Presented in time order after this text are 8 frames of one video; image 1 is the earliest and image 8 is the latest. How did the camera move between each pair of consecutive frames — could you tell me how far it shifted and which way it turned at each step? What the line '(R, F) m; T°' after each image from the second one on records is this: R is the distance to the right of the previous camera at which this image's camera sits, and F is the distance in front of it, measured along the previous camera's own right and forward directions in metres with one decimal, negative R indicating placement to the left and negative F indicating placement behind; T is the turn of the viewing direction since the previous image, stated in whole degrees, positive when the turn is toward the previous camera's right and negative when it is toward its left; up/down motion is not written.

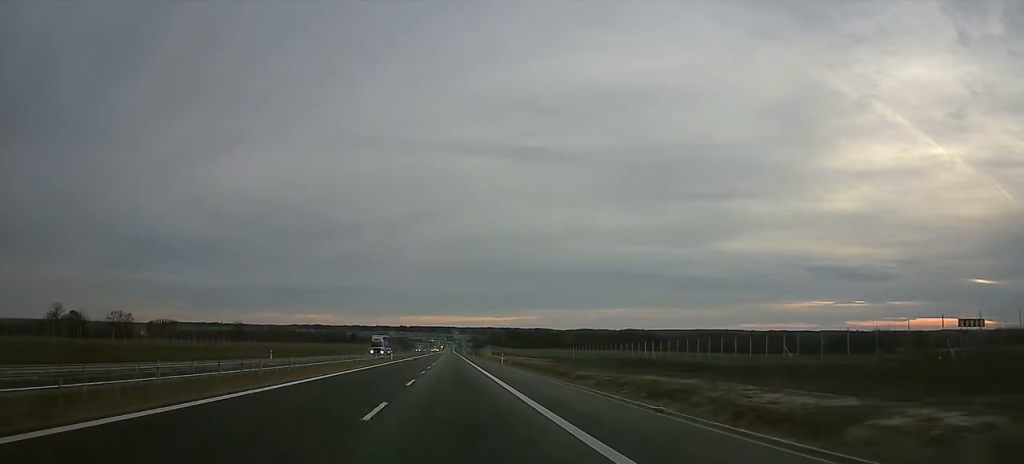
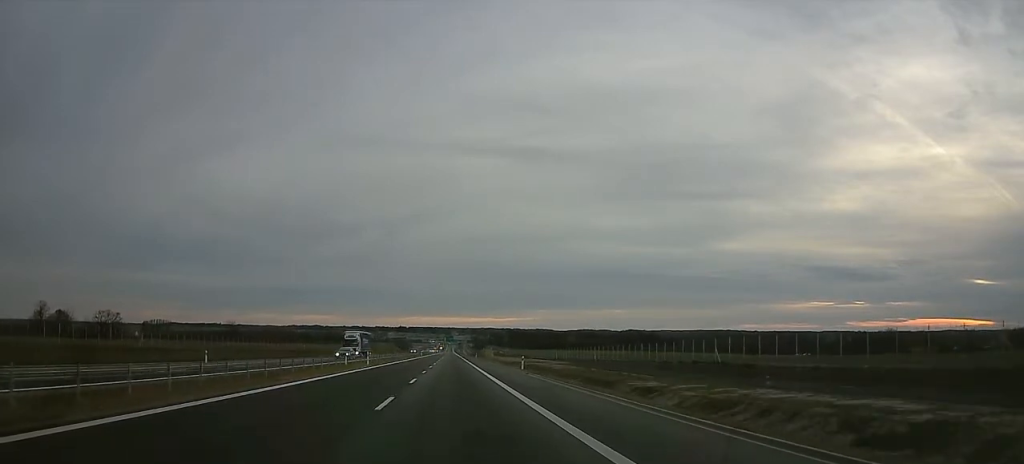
(0.0, +21.9) m; 0°
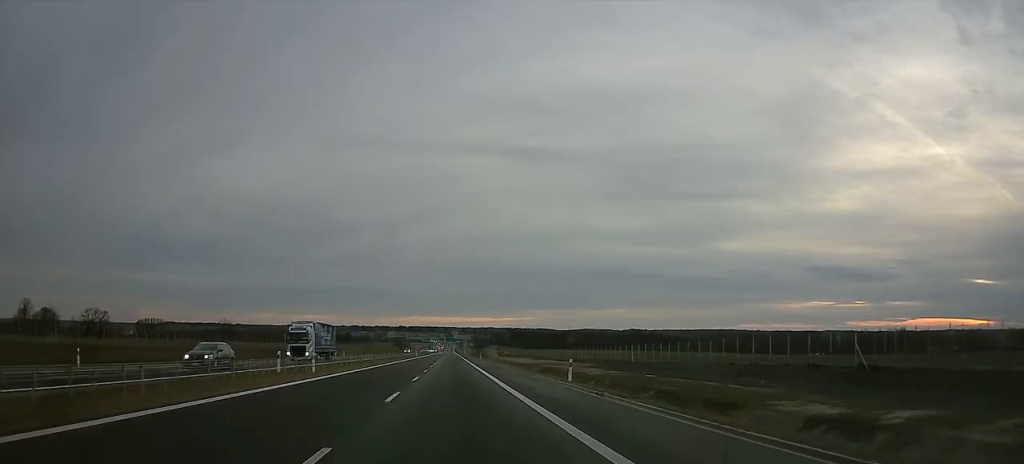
(0.0, +22.0) m; 0°
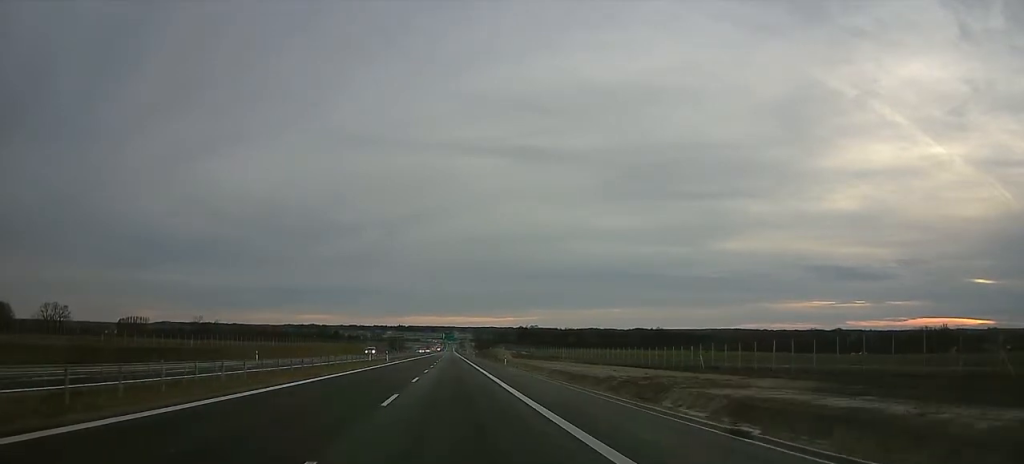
(+0.8, +61.8) m; +2°
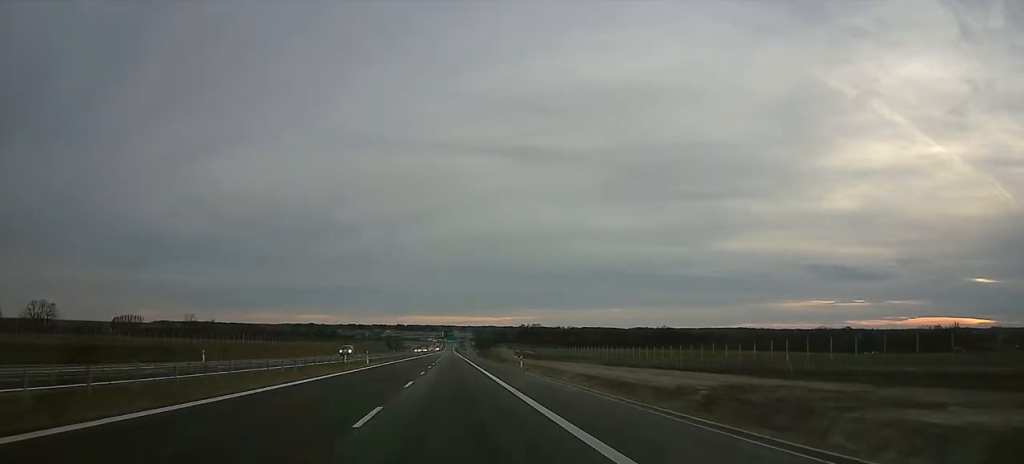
(+0.5, +16.7) m; 0°
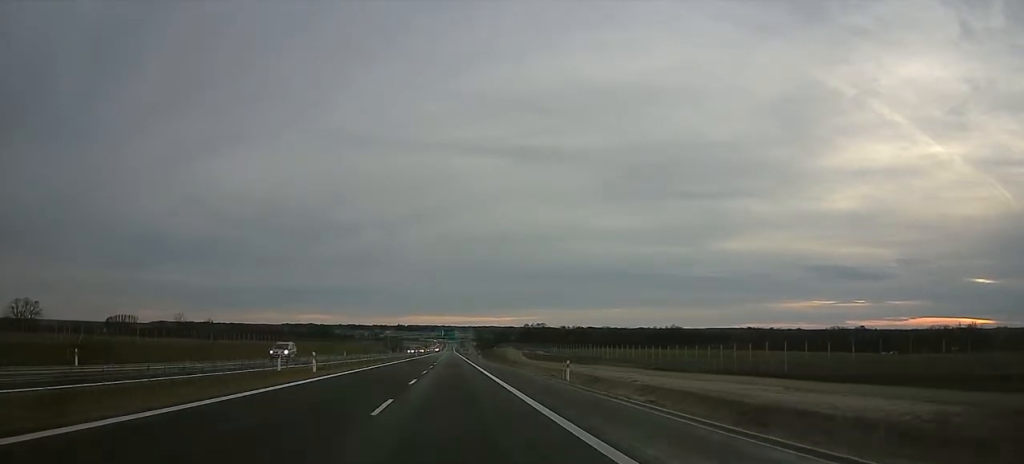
(-0.6, +21.7) m; -1°
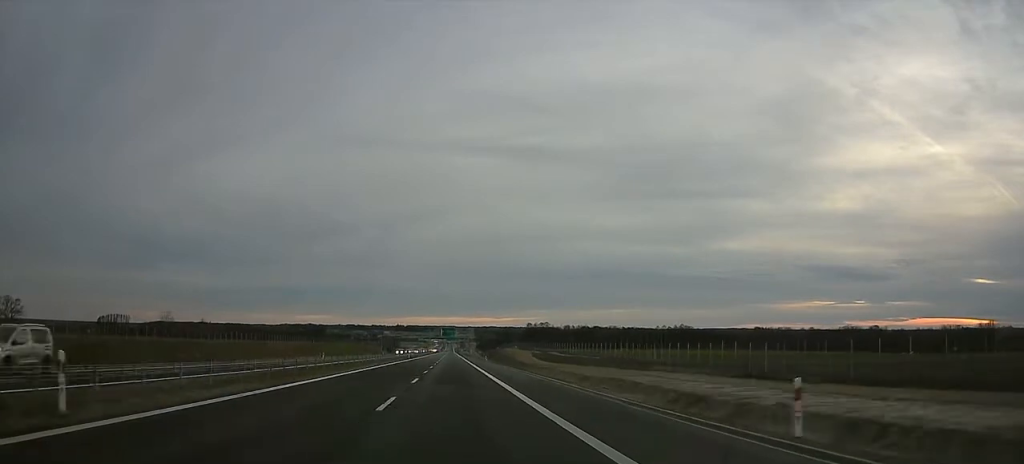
(-0.2, +22.7) m; -1°
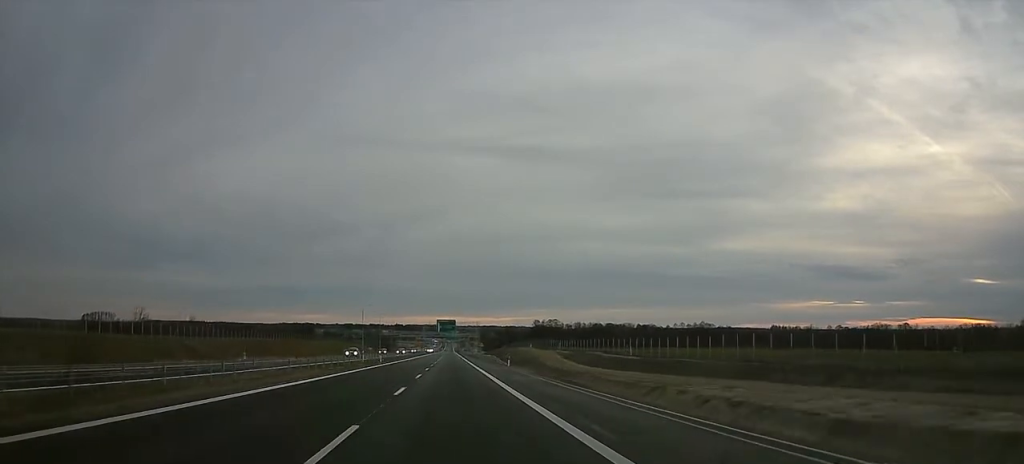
(0.0, +43.4) m; 0°
